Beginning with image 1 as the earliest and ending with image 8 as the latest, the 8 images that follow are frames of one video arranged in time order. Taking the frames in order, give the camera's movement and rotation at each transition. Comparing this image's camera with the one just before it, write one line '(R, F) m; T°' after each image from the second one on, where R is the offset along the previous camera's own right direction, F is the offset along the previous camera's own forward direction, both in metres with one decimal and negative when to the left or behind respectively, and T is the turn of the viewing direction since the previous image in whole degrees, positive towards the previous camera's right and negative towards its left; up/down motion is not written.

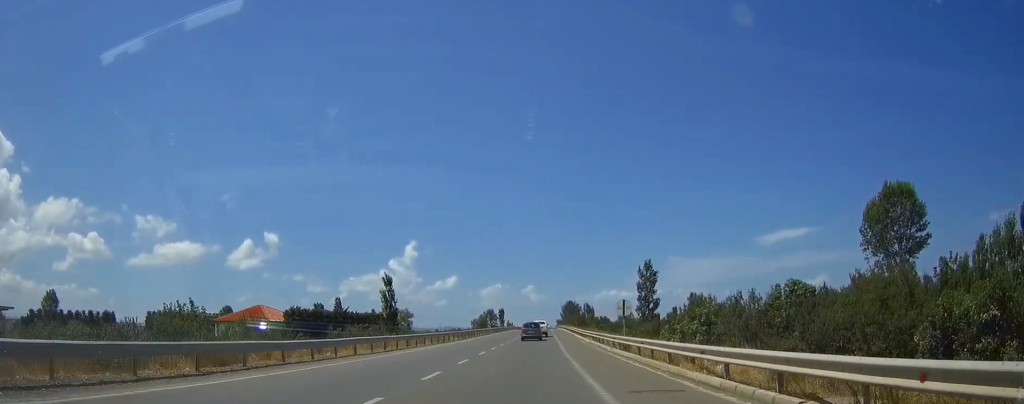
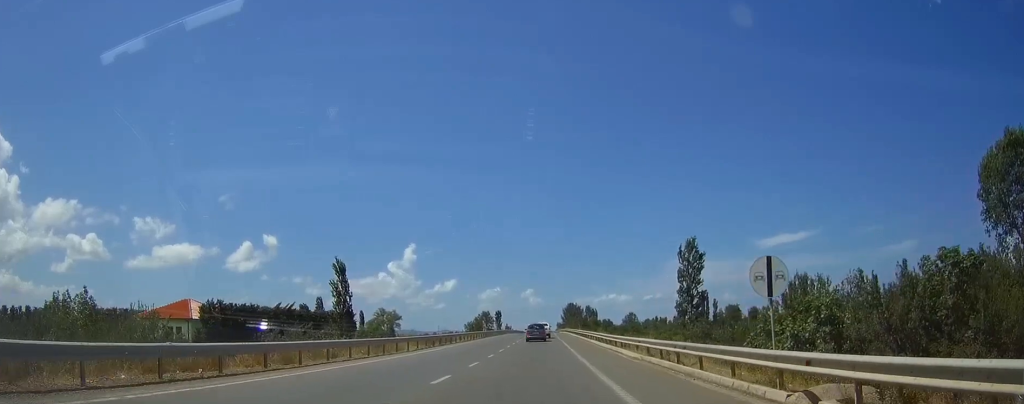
(+0.1, +23.6) m; 0°
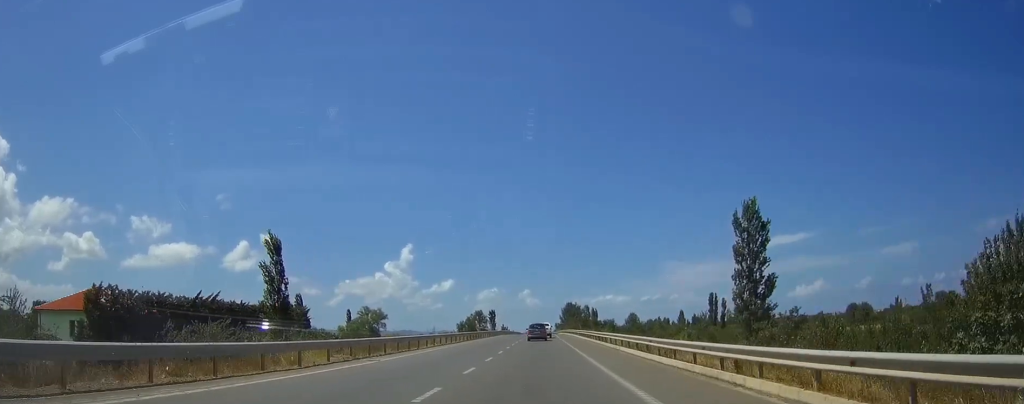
(0.0, +18.7) m; 0°
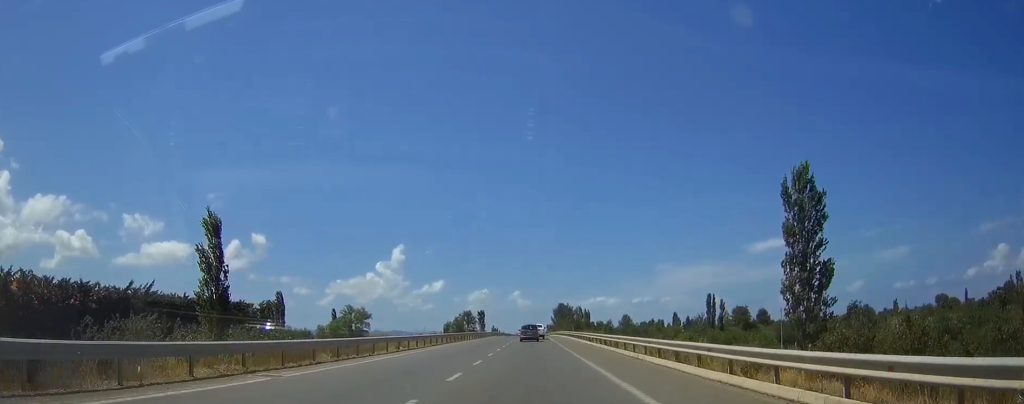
(0.0, +9.9) m; 0°
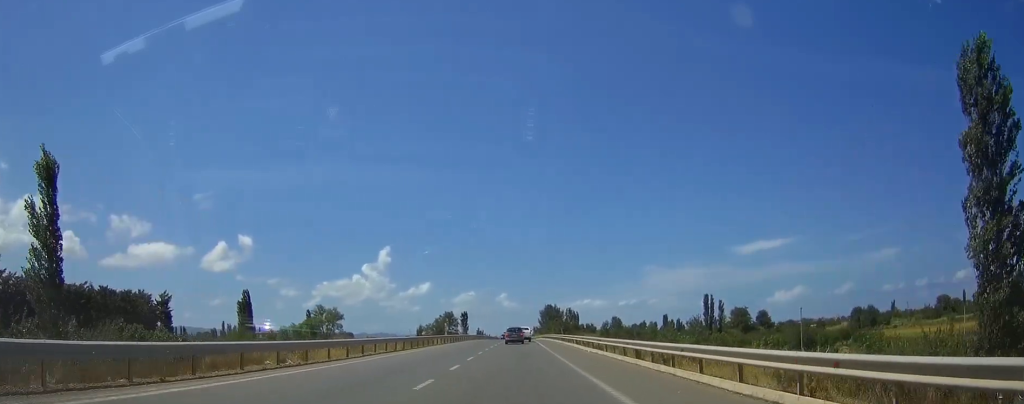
(0.0, +18.4) m; +1°
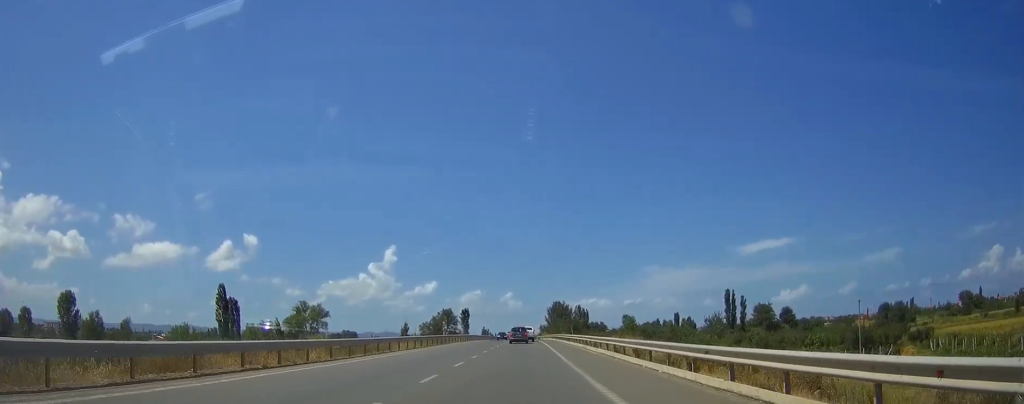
(+0.3, +21.9) m; +1°
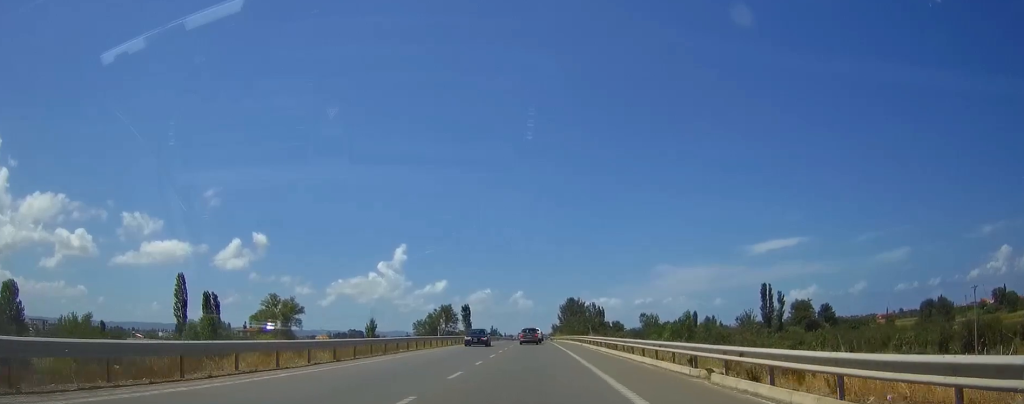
(-0.1, +29.2) m; -1°
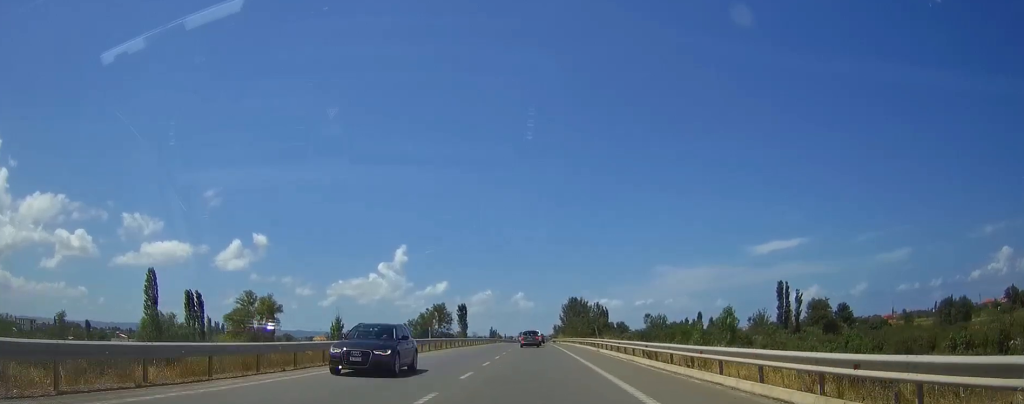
(-0.1, +14.1) m; 0°
